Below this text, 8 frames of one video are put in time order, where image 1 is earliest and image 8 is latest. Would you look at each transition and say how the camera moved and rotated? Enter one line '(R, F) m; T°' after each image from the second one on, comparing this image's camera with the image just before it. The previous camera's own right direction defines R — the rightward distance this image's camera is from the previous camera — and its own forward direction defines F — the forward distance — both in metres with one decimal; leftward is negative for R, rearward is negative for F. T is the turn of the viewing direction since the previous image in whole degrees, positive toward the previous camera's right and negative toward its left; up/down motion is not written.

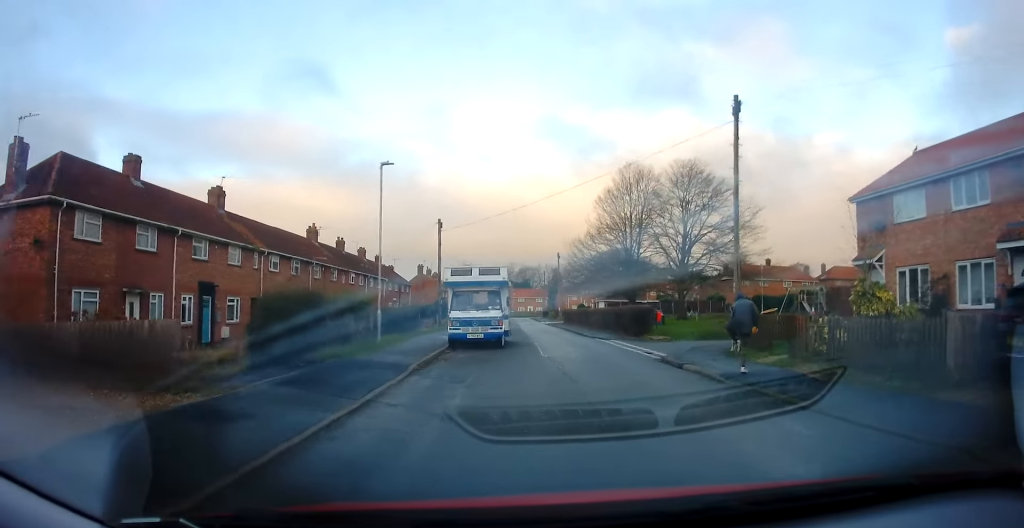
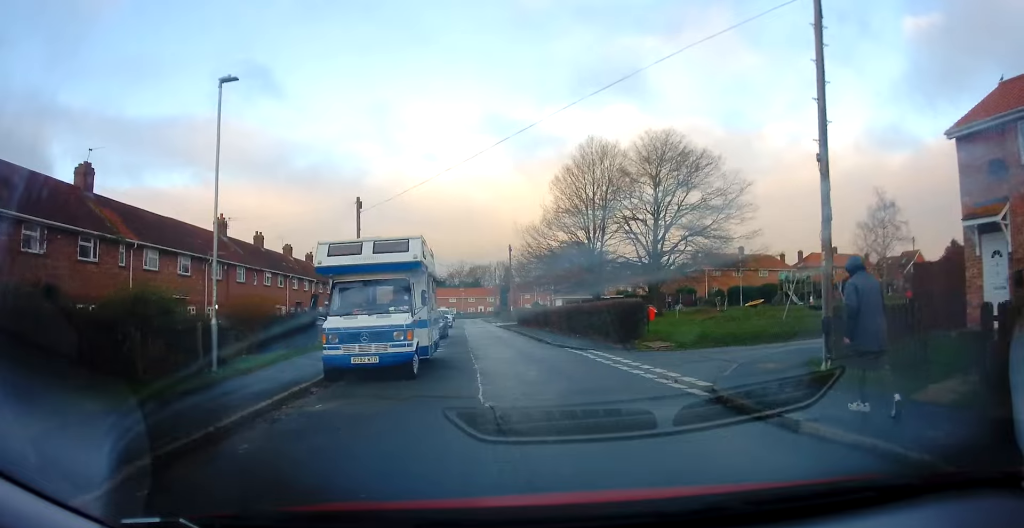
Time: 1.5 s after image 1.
(+0.6, +8.3) m; +6°
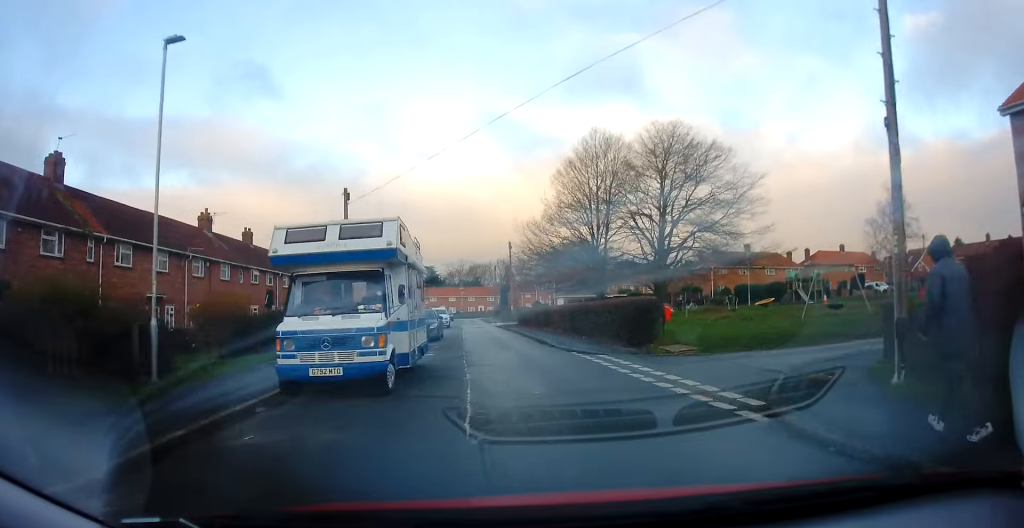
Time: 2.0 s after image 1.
(+0.1, +2.3) m; 0°
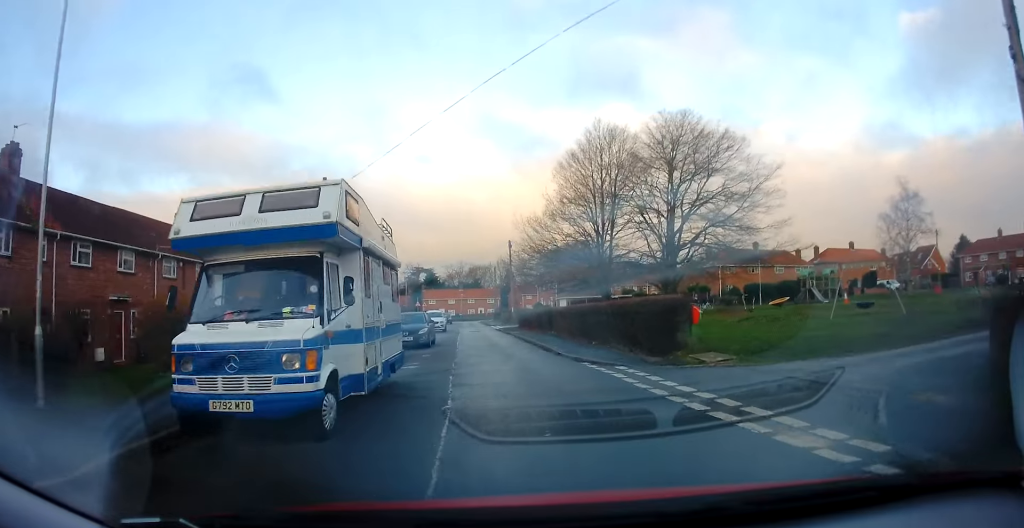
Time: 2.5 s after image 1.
(-0.3, +2.9) m; -1°
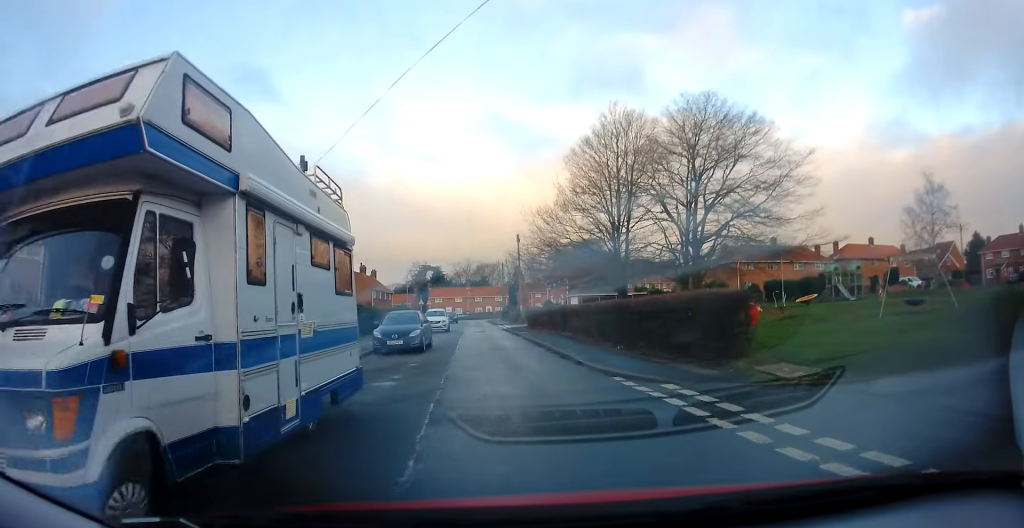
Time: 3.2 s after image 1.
(0.0, +3.5) m; +1°
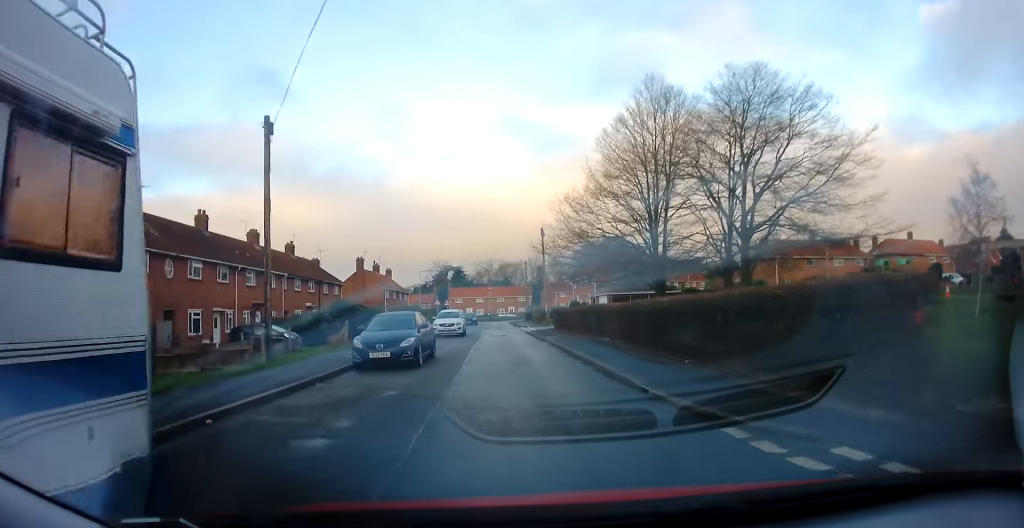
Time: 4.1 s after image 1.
(+0.2, +5.0) m; +1°
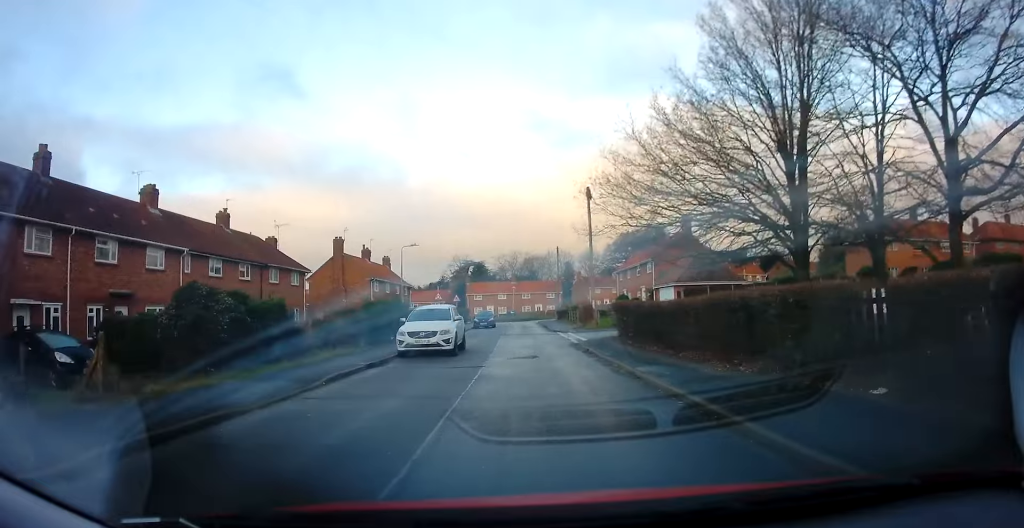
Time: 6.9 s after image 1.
(-1.9, +16.4) m; -6°
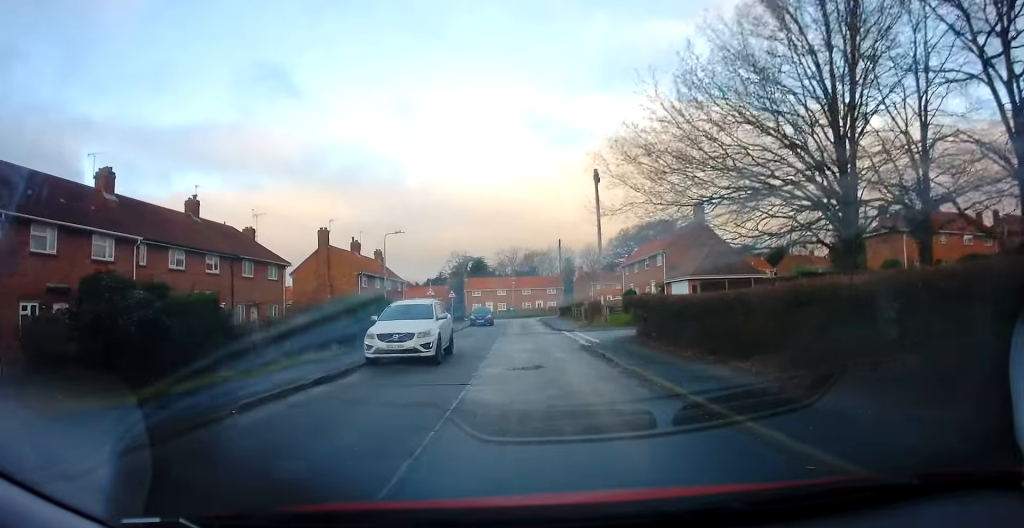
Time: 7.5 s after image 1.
(+0.3, +3.8) m; 0°
